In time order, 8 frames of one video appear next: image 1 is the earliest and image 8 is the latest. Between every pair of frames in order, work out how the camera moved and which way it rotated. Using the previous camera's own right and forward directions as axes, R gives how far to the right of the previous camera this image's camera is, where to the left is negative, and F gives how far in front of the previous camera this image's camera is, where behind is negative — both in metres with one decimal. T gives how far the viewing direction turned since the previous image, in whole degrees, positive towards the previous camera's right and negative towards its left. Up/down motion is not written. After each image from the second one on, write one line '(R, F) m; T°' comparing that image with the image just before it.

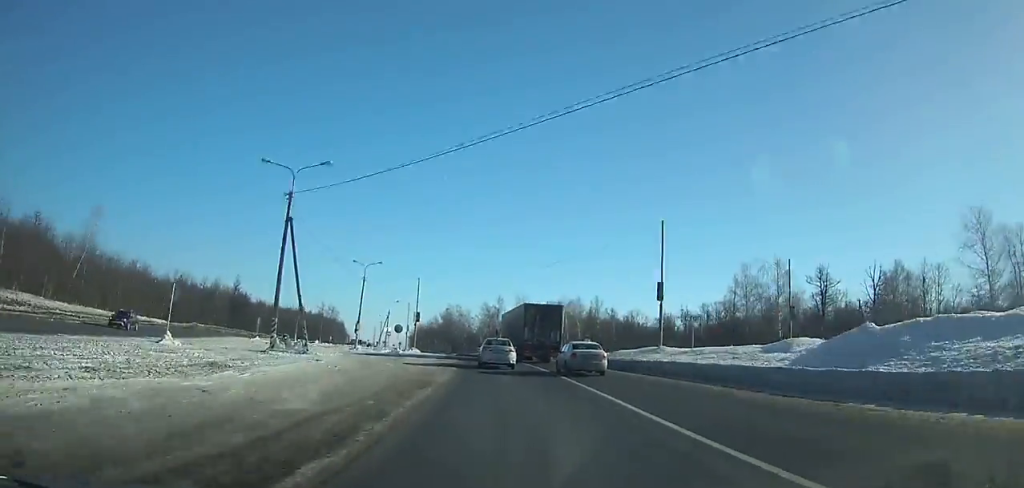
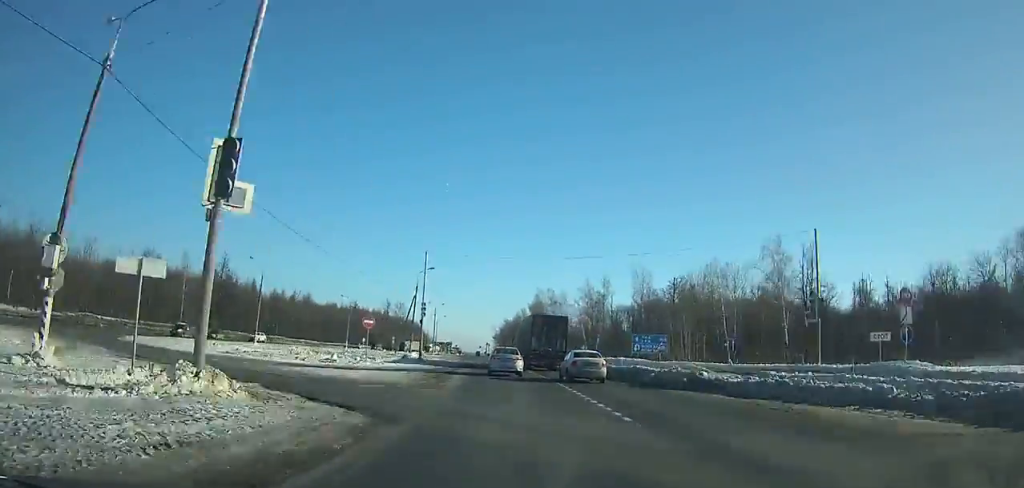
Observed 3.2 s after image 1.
(-3.6, +60.3) m; -6°
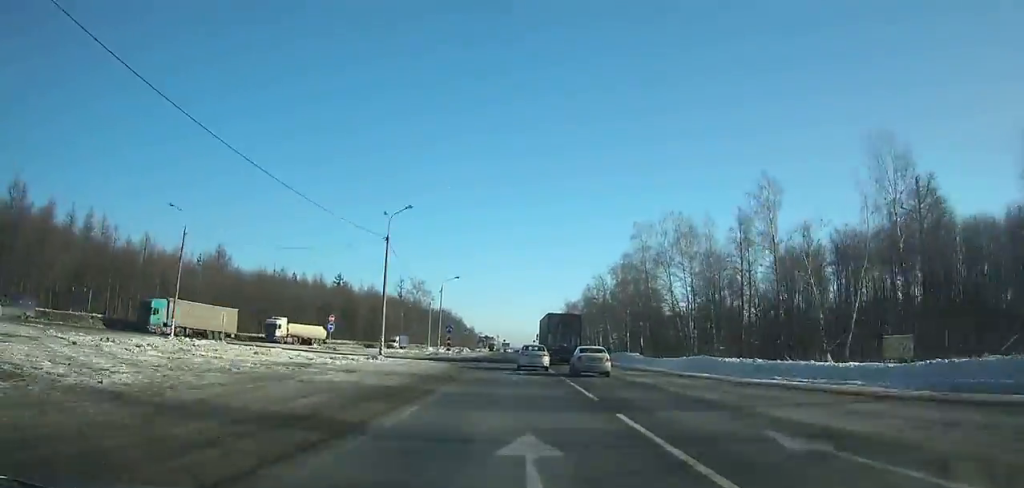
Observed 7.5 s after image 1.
(-4.4, +82.4) m; -4°
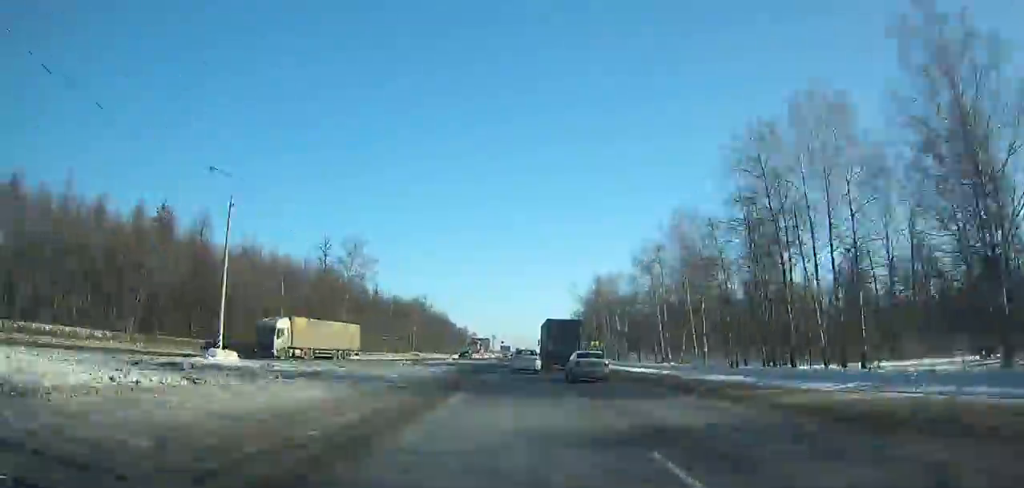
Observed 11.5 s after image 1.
(-0.4, +80.0) m; 0°
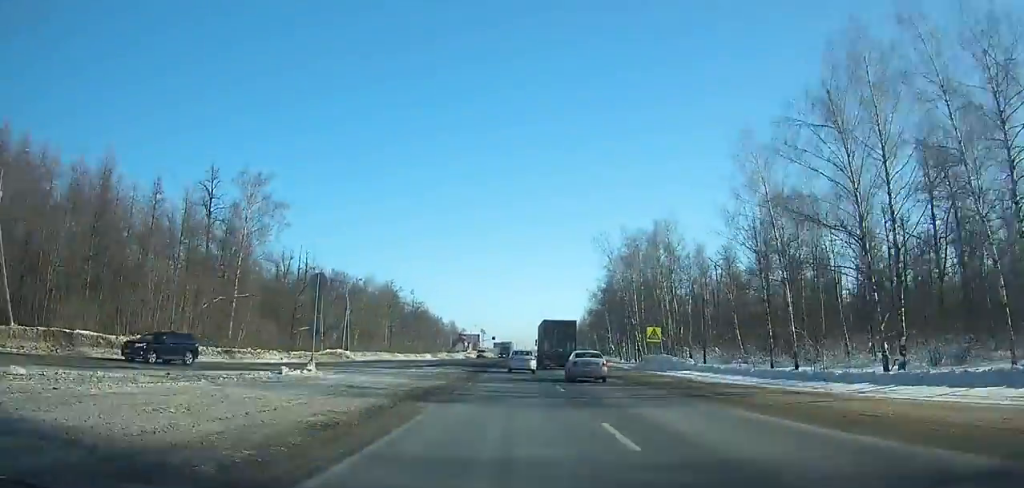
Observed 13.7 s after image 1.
(+0.1, +45.2) m; 0°
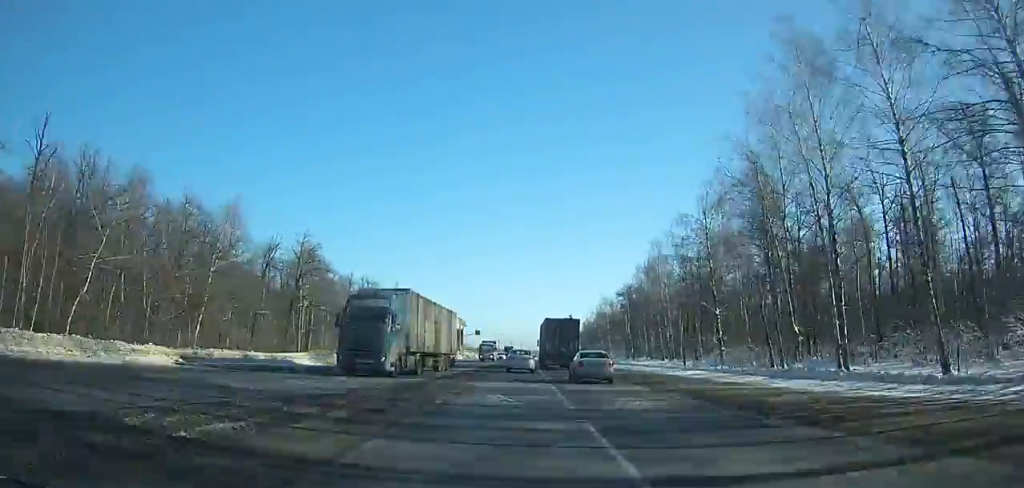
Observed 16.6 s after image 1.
(+0.1, +61.1) m; 0°
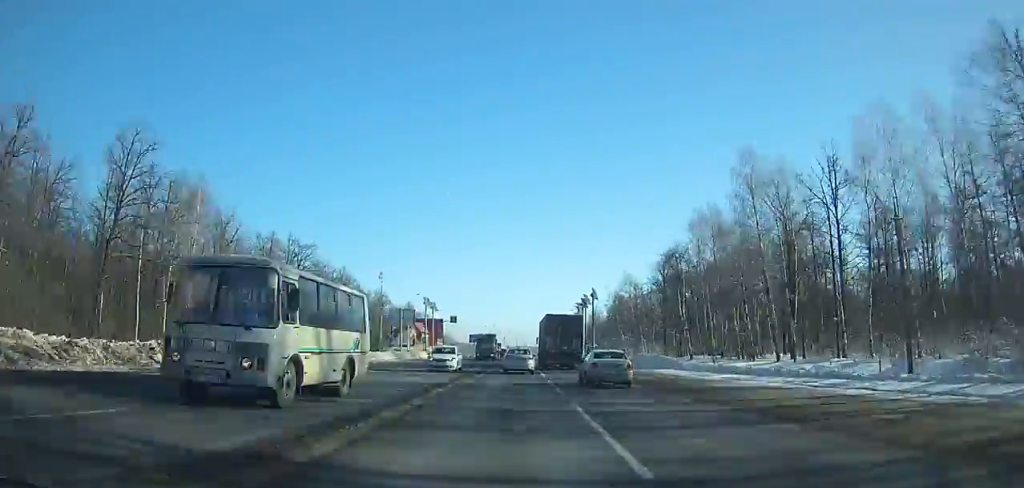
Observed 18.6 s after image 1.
(+0.3, +42.3) m; 0°
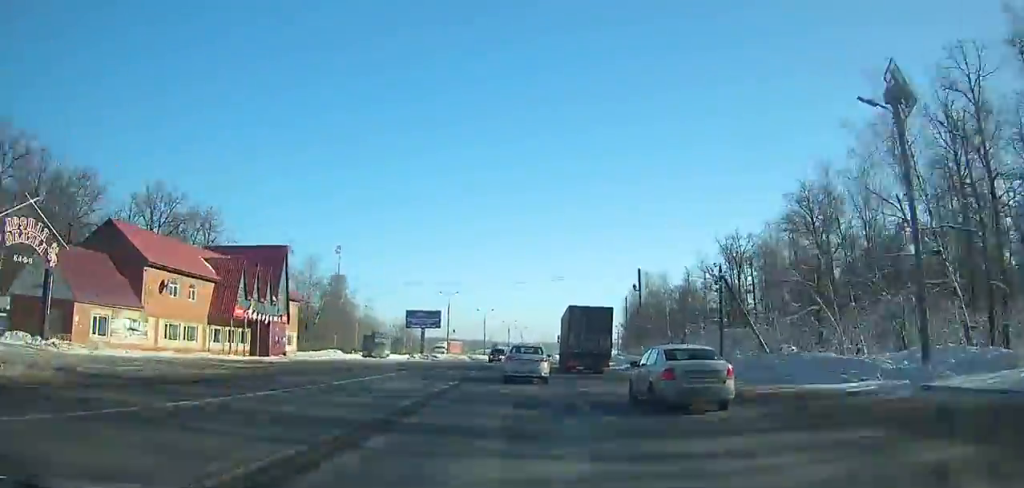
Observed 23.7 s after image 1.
(+1.2, +104.4) m; +2°
